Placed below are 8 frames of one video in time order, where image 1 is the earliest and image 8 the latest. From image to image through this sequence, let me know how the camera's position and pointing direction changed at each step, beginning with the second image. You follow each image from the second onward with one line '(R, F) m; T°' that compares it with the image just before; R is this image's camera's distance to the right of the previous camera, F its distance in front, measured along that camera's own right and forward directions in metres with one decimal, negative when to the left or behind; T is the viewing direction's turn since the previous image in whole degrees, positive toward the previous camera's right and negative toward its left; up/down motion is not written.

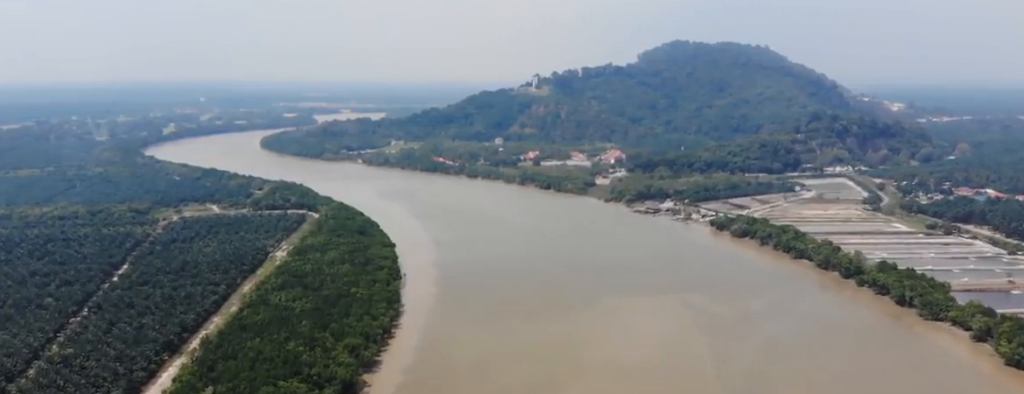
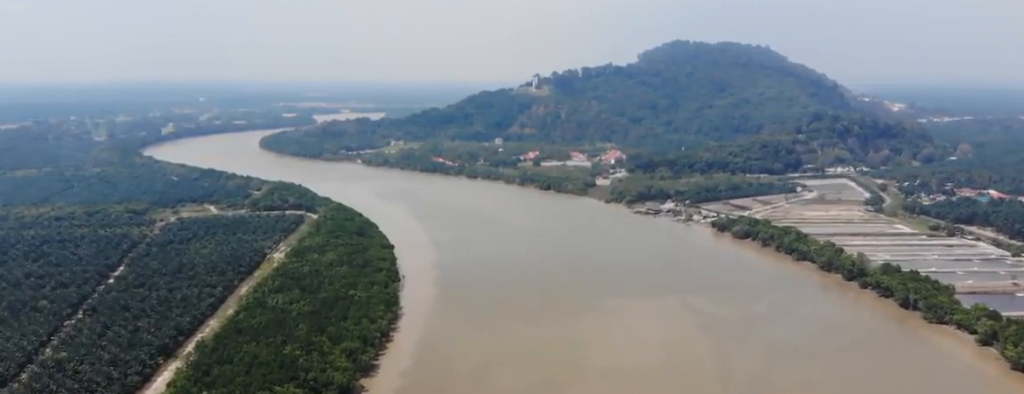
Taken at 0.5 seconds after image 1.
(0.0, +6.8) m; 0°
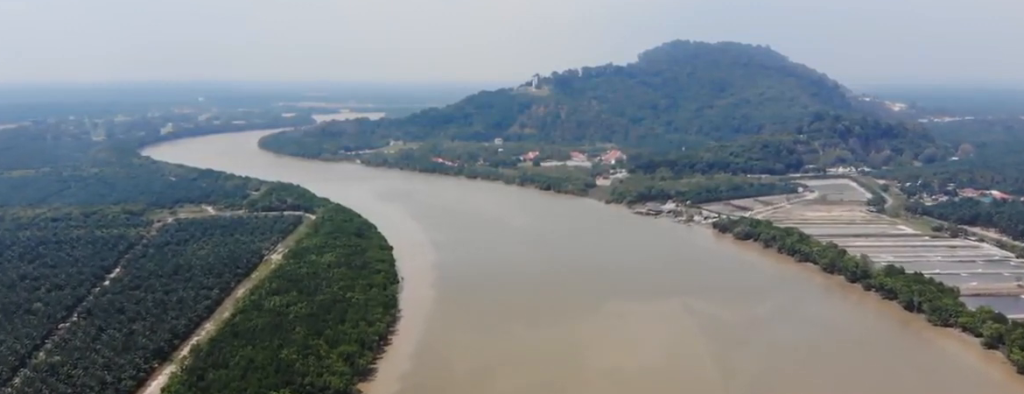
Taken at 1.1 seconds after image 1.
(-0.1, +6.8) m; +1°
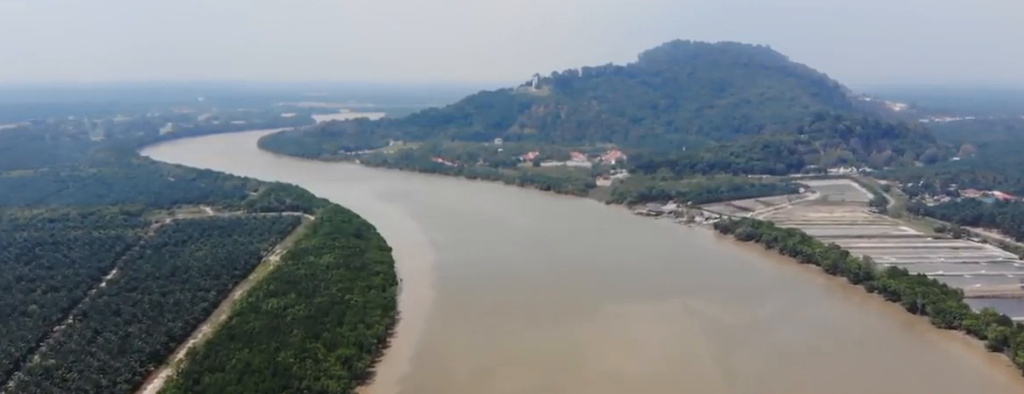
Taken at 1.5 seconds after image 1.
(+0.1, +5.4) m; 0°
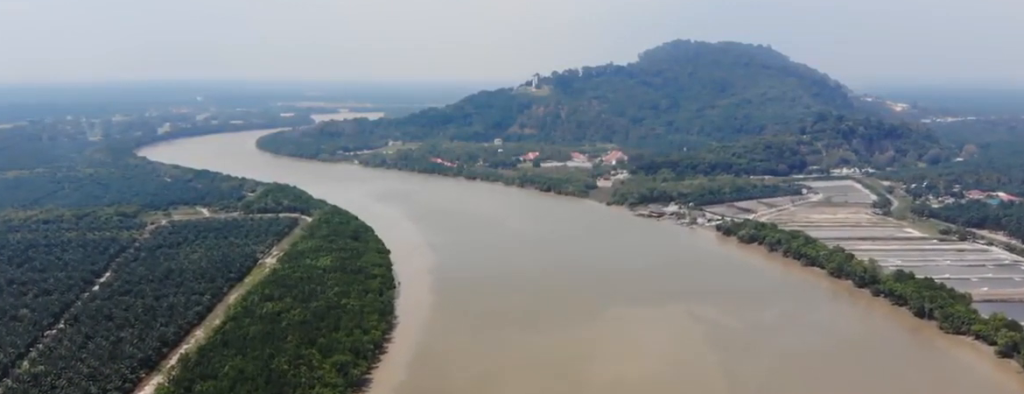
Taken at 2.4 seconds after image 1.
(+0.1, +10.9) m; 0°
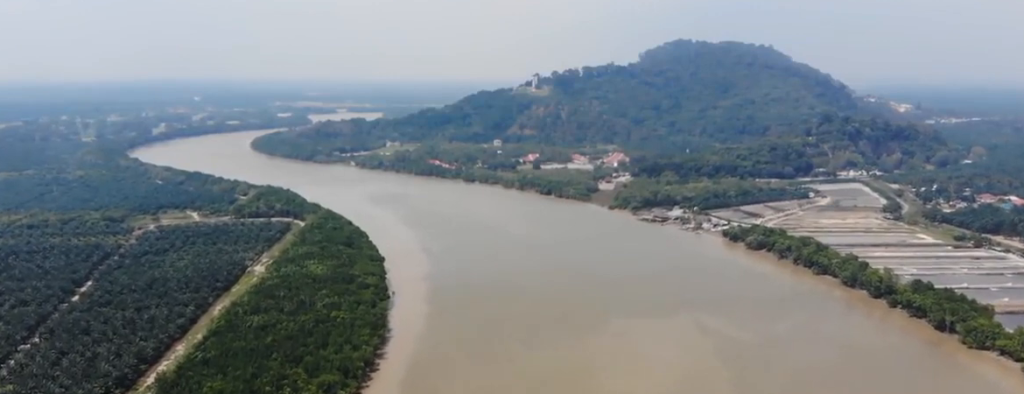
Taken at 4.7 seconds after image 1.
(-0.3, +29.0) m; -1°
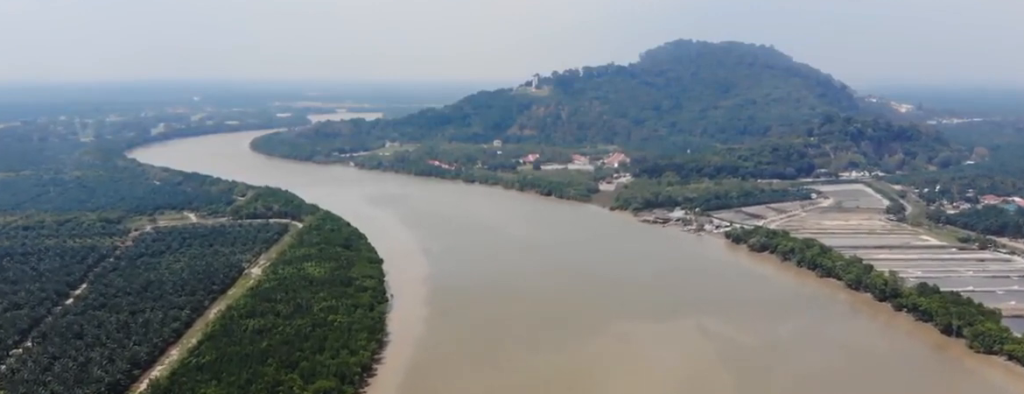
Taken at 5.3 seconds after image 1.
(0.0, +8.5) m; 0°
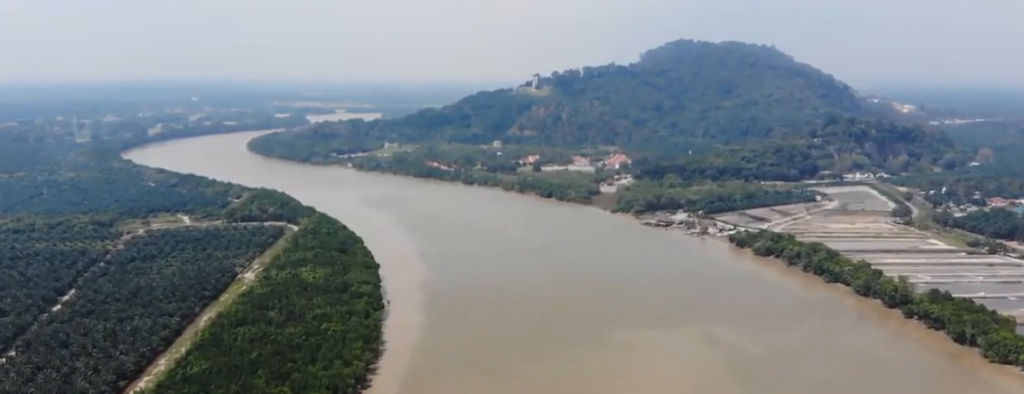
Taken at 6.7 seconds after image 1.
(0.0, +17.5) m; 0°
